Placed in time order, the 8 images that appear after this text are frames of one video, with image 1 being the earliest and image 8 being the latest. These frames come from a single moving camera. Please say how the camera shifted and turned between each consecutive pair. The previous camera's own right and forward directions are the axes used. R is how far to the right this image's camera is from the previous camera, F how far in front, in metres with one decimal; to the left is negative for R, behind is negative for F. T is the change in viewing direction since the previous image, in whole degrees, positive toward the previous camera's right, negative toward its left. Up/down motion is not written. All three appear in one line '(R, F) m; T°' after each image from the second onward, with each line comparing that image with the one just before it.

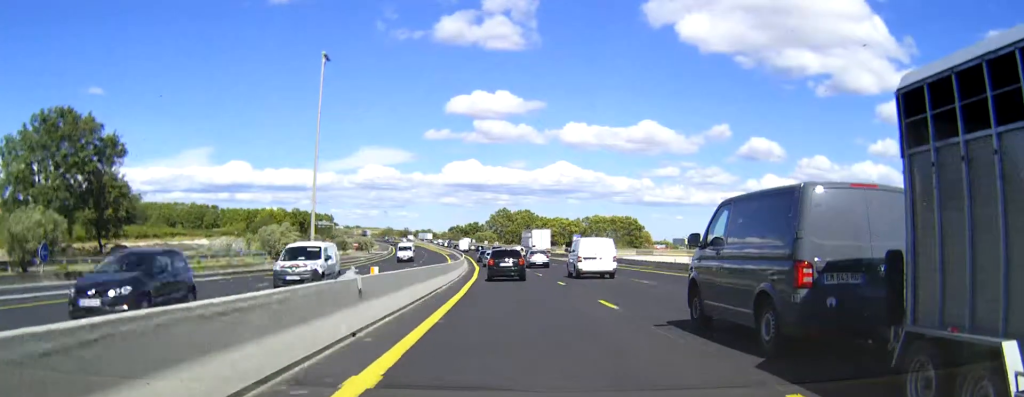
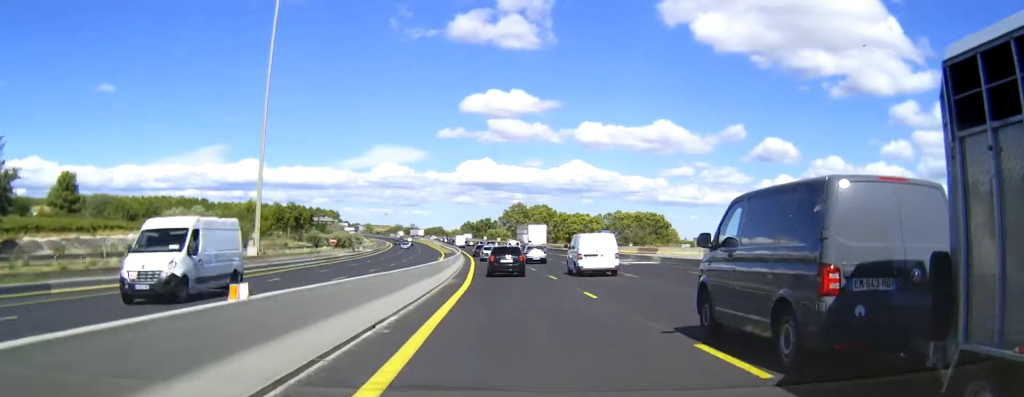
(-0.1, +33.5) m; -1°
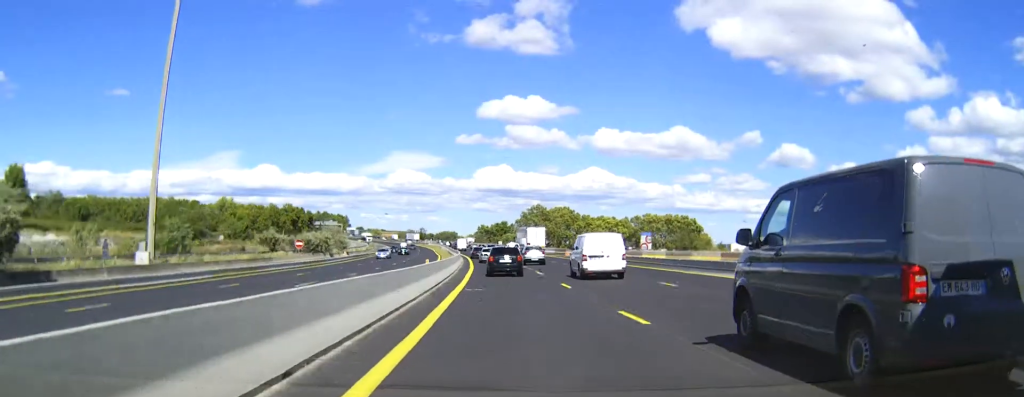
(-0.2, +31.5) m; -1°
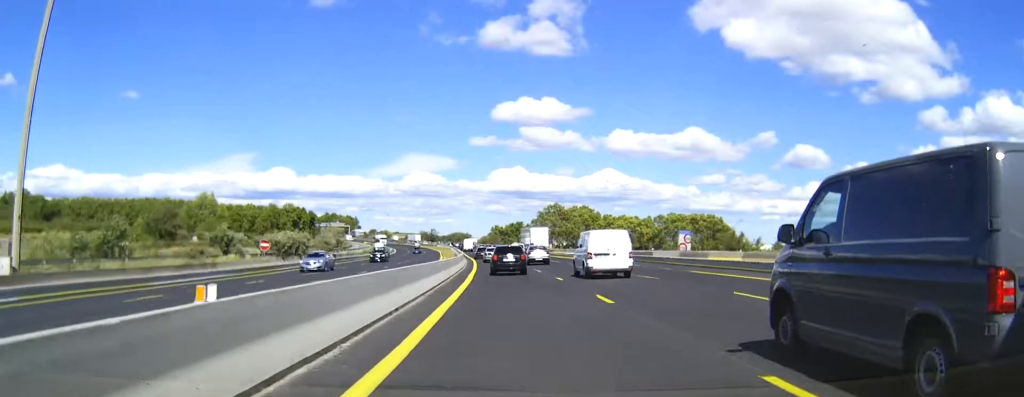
(-0.2, +20.5) m; -1°
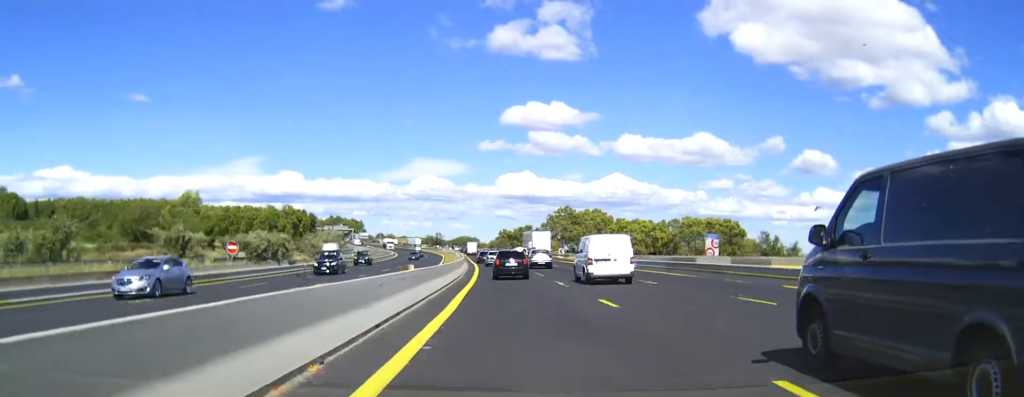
(-0.1, +12.4) m; -1°
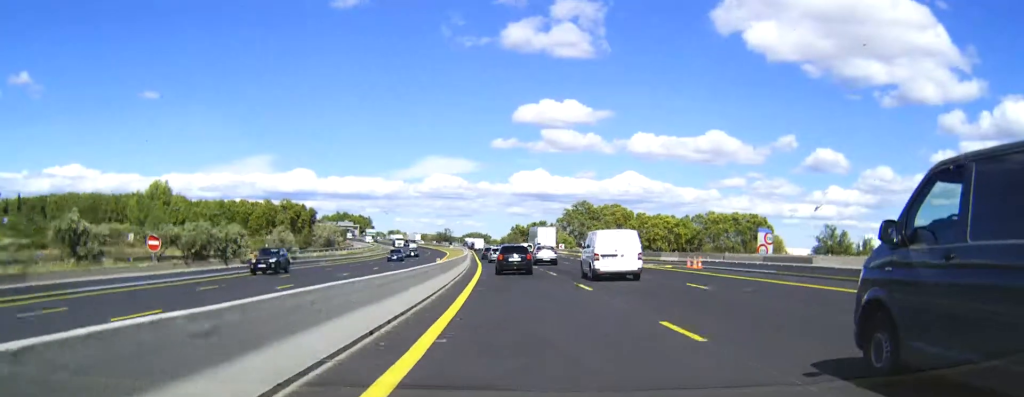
(-0.2, +19.1) m; -1°
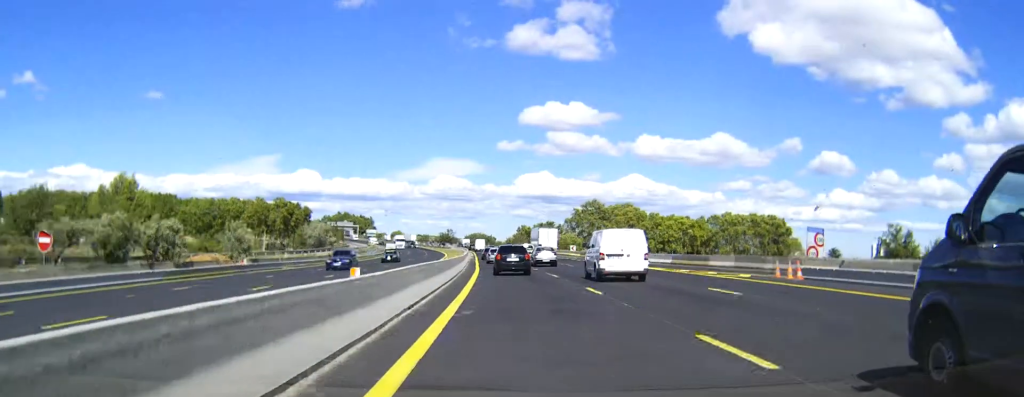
(0.0, +14.9) m; 0°
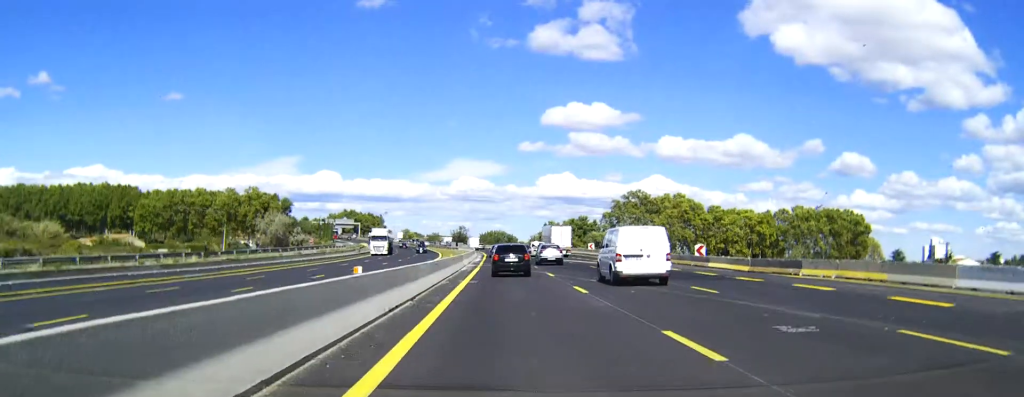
(-0.7, +49.0) m; -2°
